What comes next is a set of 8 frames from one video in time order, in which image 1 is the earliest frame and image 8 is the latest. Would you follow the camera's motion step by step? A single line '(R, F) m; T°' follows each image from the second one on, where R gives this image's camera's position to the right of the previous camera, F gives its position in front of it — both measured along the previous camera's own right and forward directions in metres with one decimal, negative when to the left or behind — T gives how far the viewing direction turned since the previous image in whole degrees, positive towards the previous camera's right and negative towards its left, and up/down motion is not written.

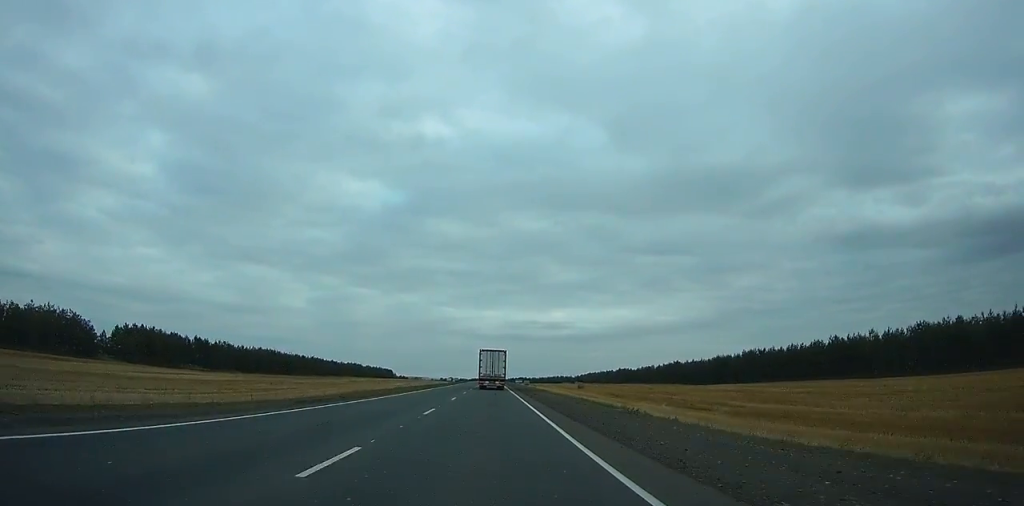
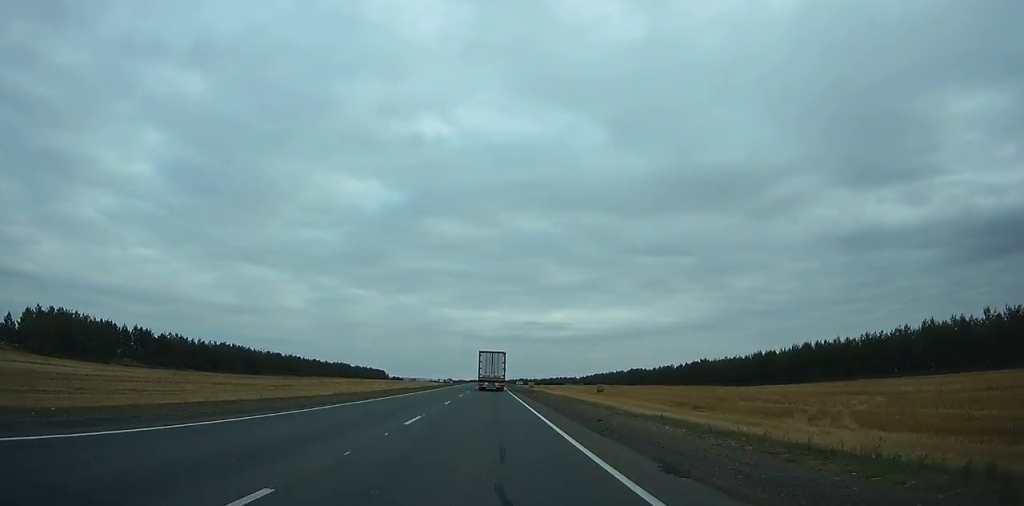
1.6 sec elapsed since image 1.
(0.0, +28.7) m; 0°
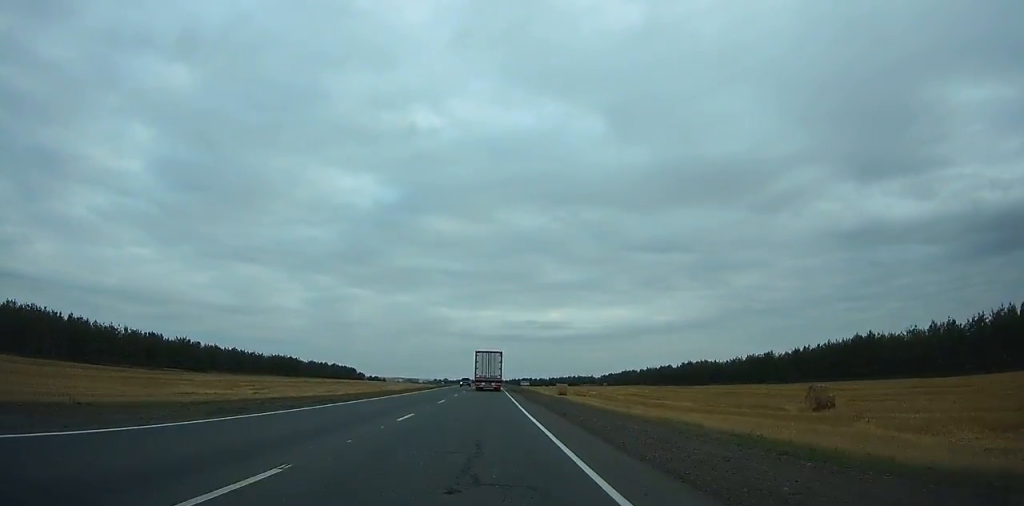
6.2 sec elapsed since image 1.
(+0.3, +82.7) m; 0°
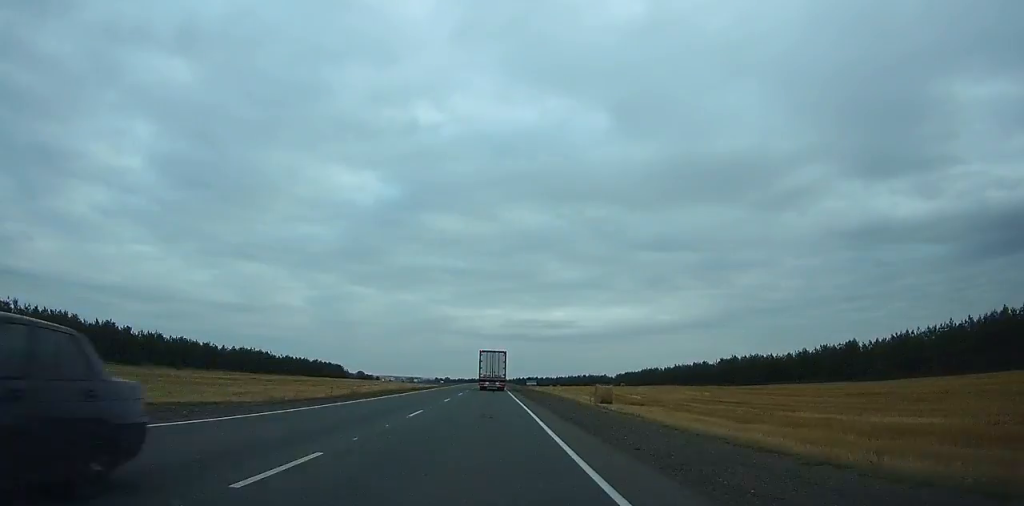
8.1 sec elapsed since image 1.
(0.0, +34.3) m; 0°
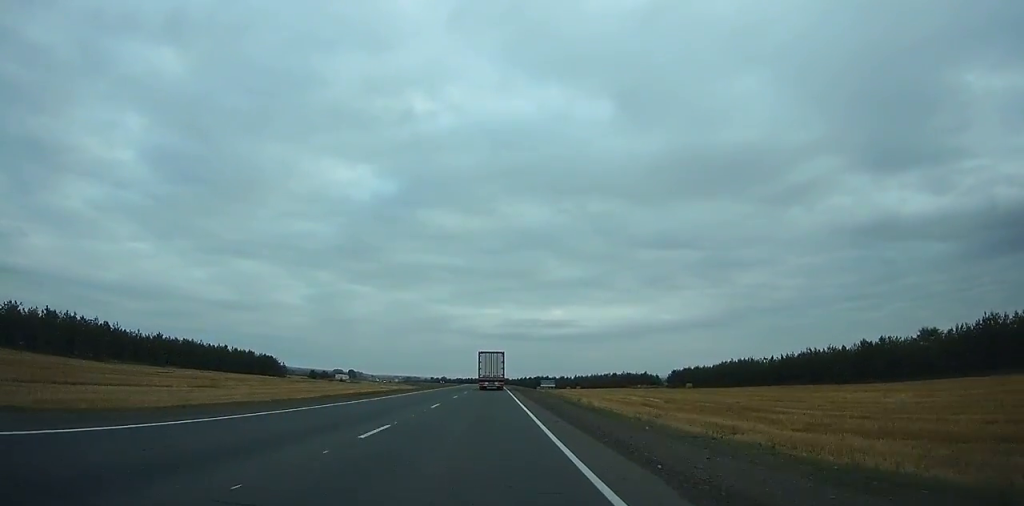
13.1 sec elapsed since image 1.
(-0.1, +90.9) m; 0°
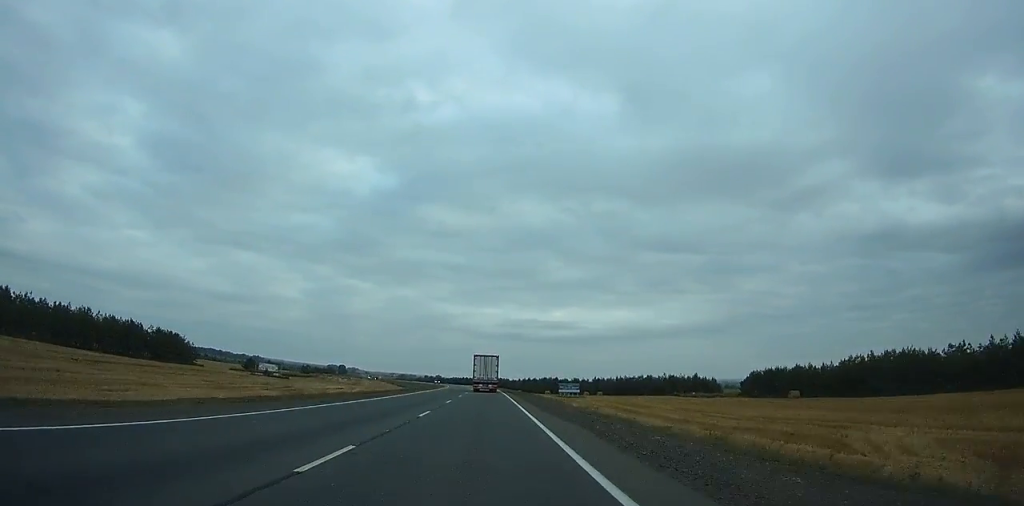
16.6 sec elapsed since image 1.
(0.0, +64.8) m; 0°
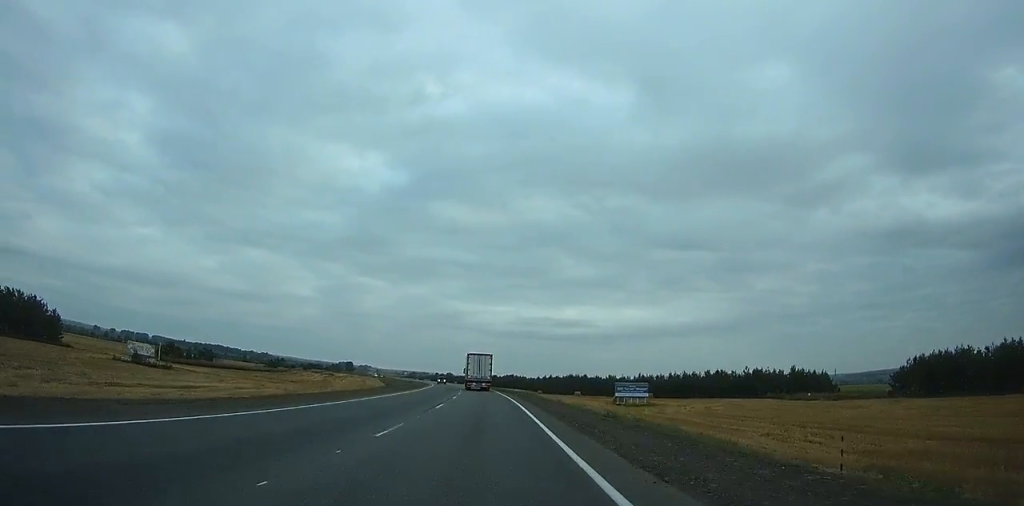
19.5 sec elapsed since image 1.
(-0.1, +55.0) m; -1°
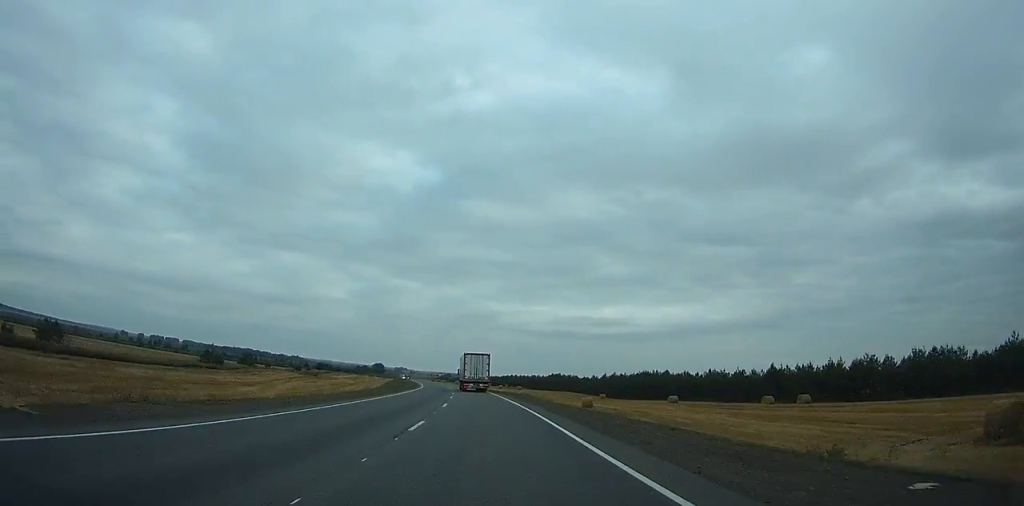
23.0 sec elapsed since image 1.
(-1.1, +68.7) m; -3°
